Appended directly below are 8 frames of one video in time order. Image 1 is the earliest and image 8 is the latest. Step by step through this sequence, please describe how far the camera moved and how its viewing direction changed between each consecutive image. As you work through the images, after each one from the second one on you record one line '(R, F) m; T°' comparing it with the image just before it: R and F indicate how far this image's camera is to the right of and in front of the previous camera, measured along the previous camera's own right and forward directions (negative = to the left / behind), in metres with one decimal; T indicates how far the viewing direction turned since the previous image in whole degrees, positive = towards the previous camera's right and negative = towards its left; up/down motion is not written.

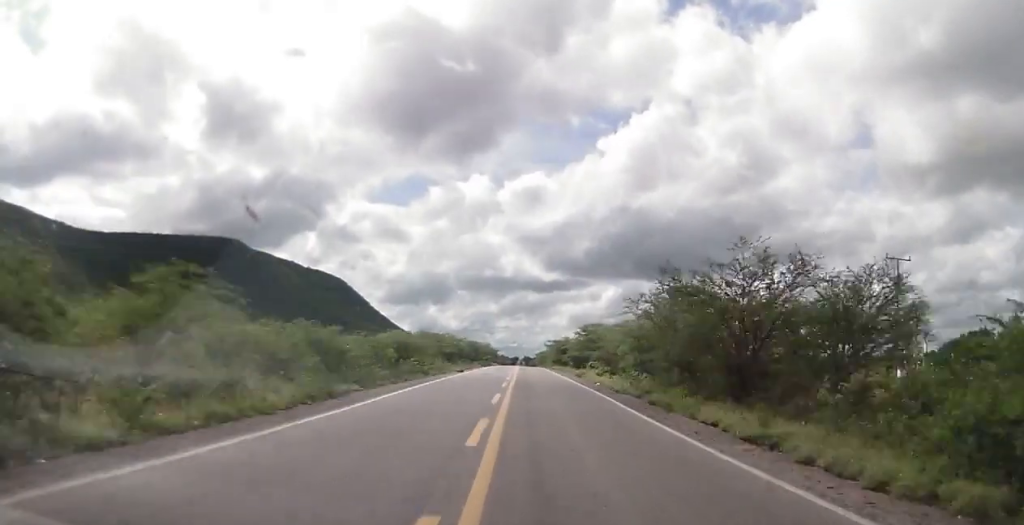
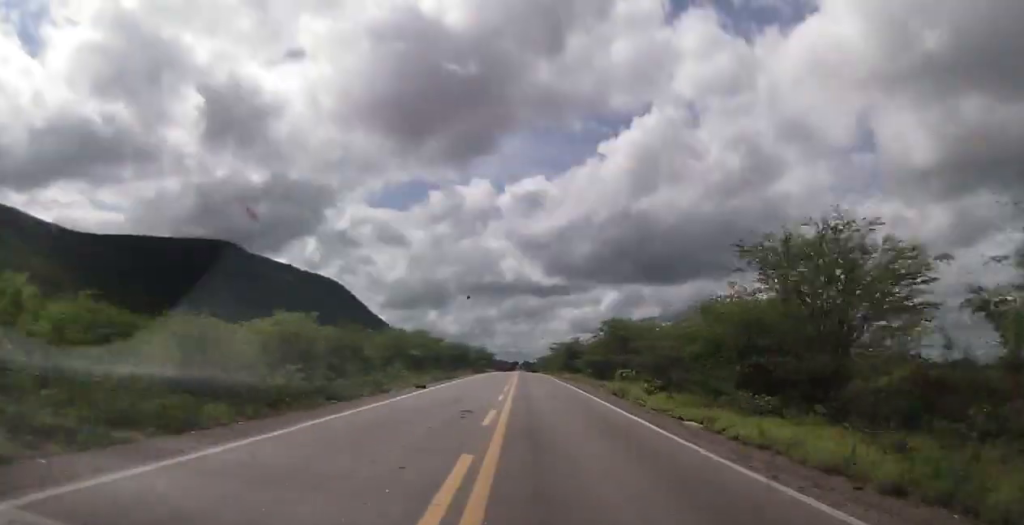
(-0.1, +21.1) m; -1°
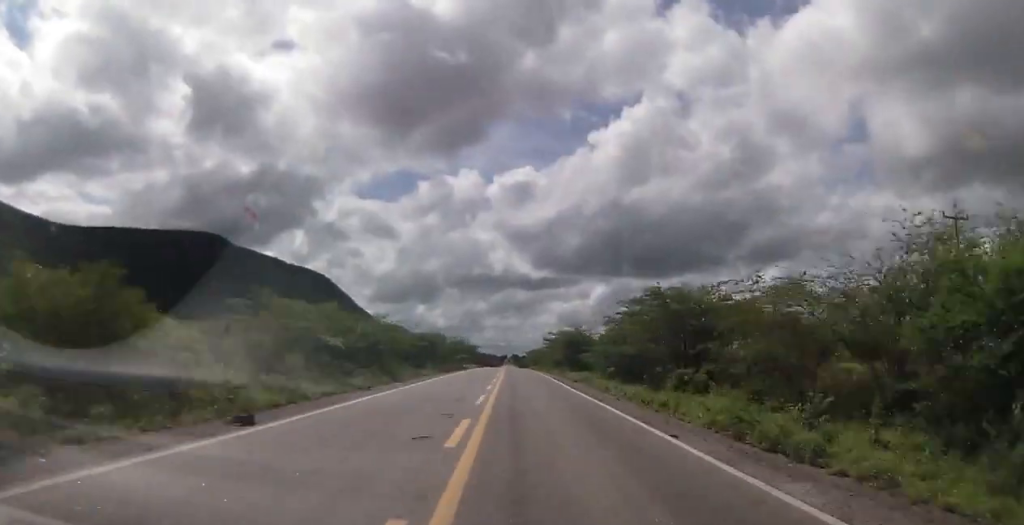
(-0.1, +20.1) m; -1°
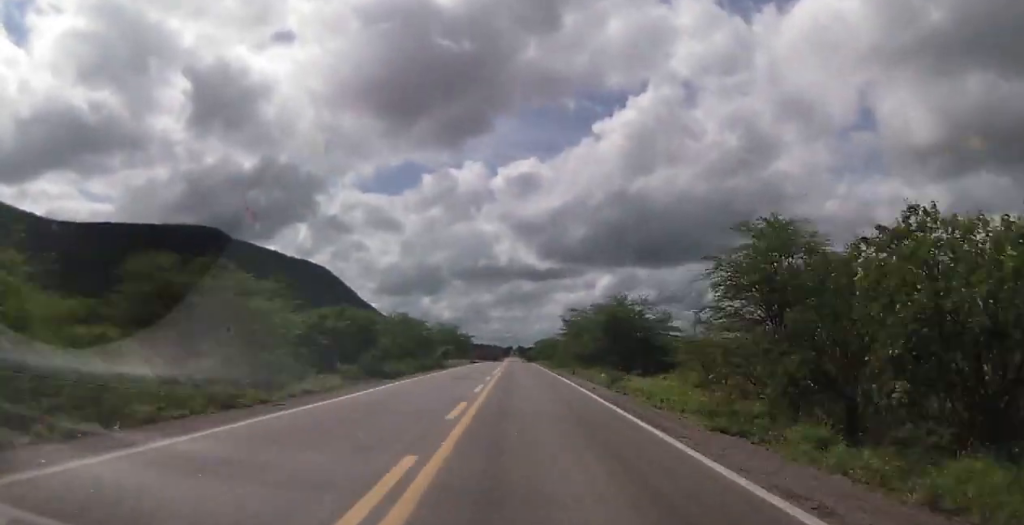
(-0.3, +30.2) m; 0°
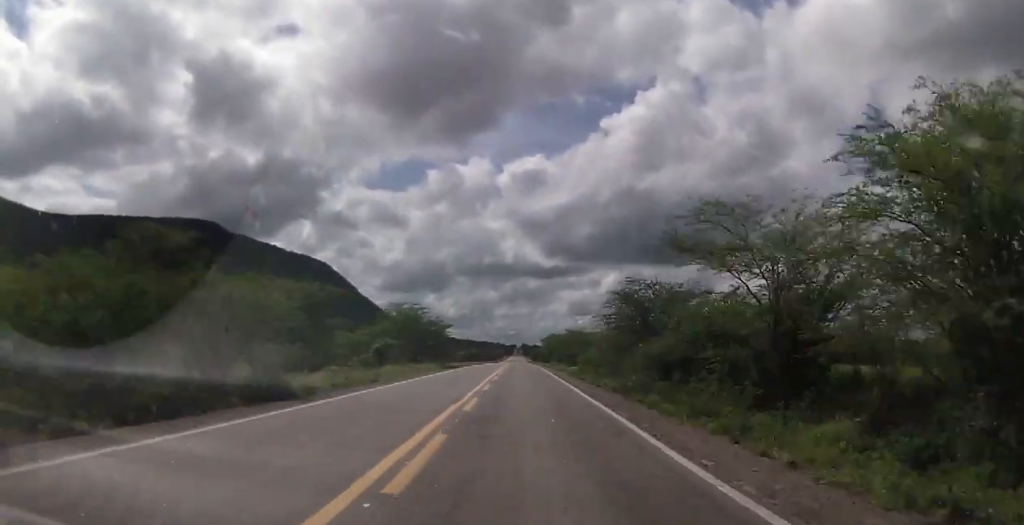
(+0.3, +39.2) m; +1°
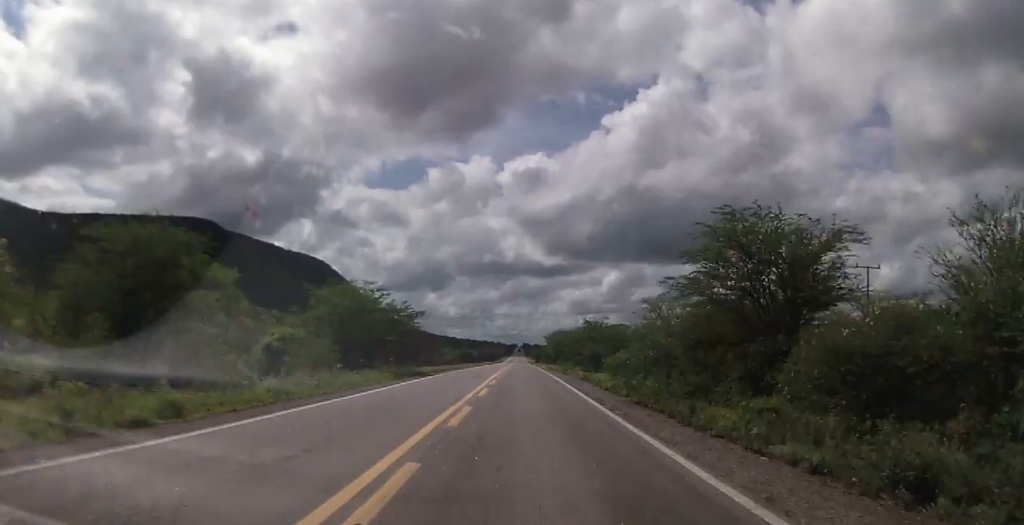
(+0.1, +19.2) m; 0°
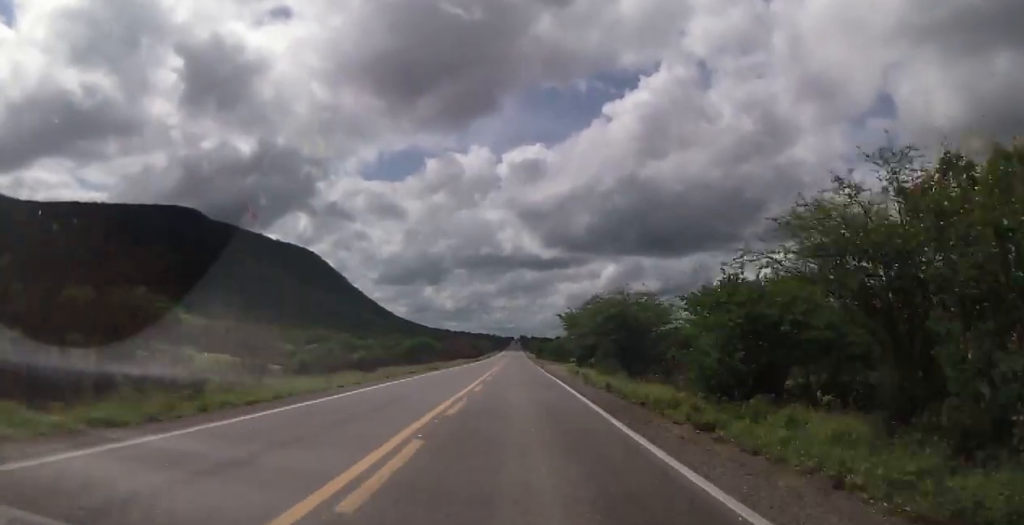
(-0.3, +58.0) m; -1°
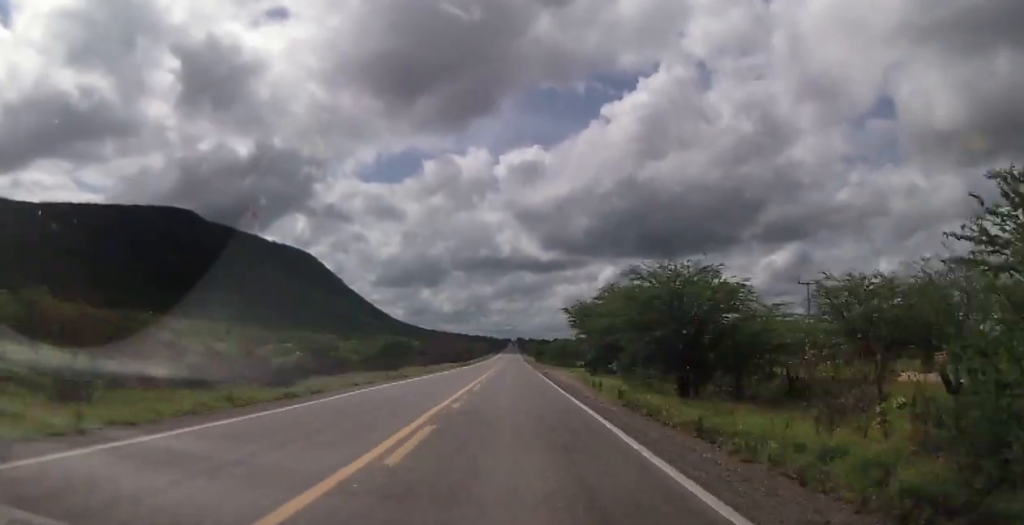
(-0.2, +15.0) m; 0°
